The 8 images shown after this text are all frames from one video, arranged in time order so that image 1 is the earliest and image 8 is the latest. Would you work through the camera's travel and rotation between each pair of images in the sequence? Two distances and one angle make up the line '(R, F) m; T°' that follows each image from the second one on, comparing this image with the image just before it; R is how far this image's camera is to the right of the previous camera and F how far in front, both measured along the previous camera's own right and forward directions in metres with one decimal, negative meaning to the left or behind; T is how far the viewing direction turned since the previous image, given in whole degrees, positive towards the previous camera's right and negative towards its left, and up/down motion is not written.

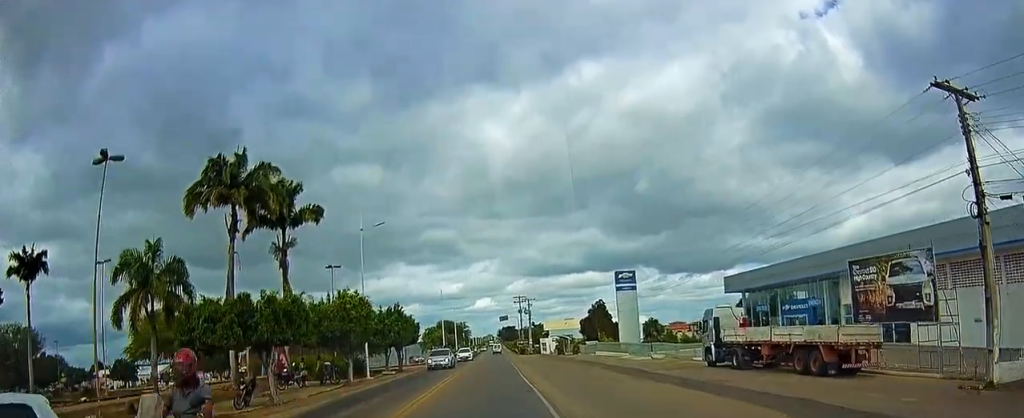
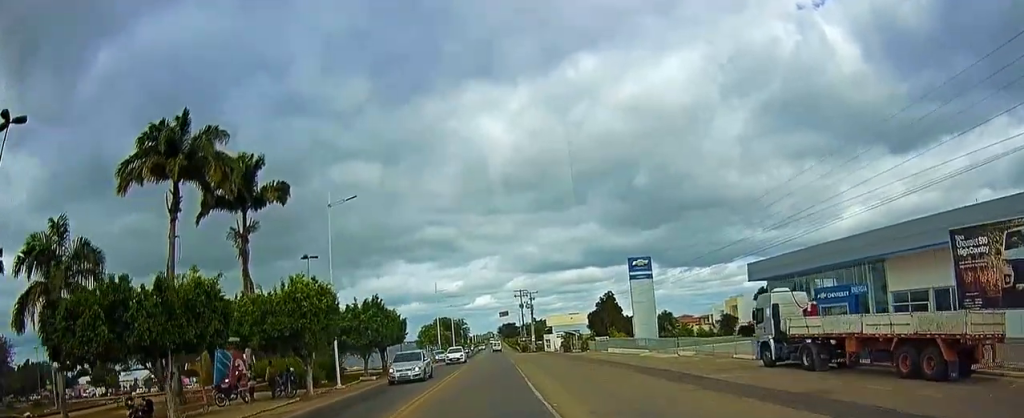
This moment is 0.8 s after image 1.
(+0.1, +7.1) m; +1°
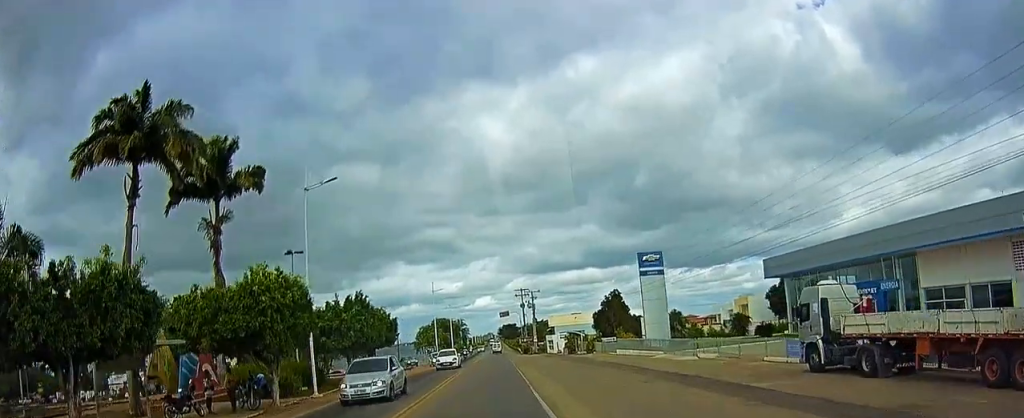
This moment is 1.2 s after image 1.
(0.0, +4.2) m; 0°
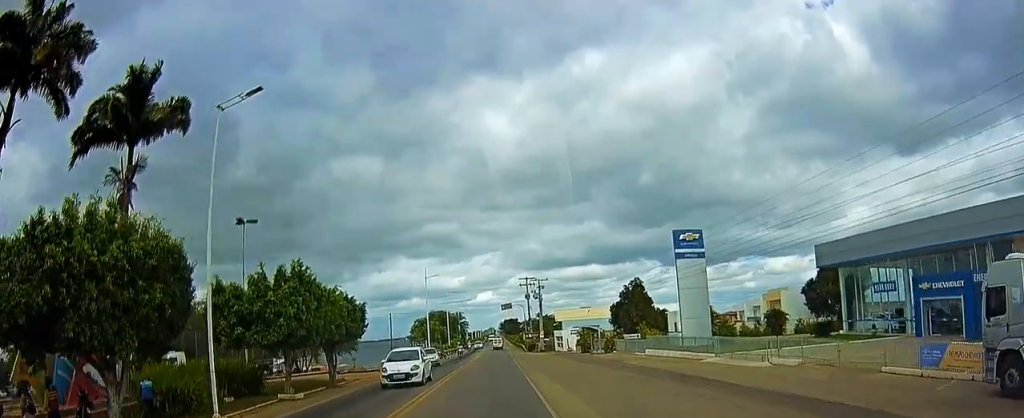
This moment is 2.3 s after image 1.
(0.0, +10.5) m; -1°
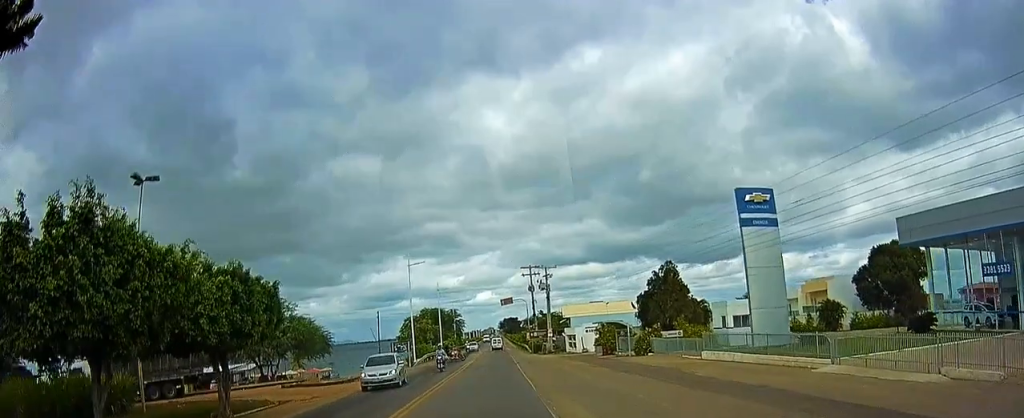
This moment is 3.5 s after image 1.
(-0.3, +12.7) m; +2°
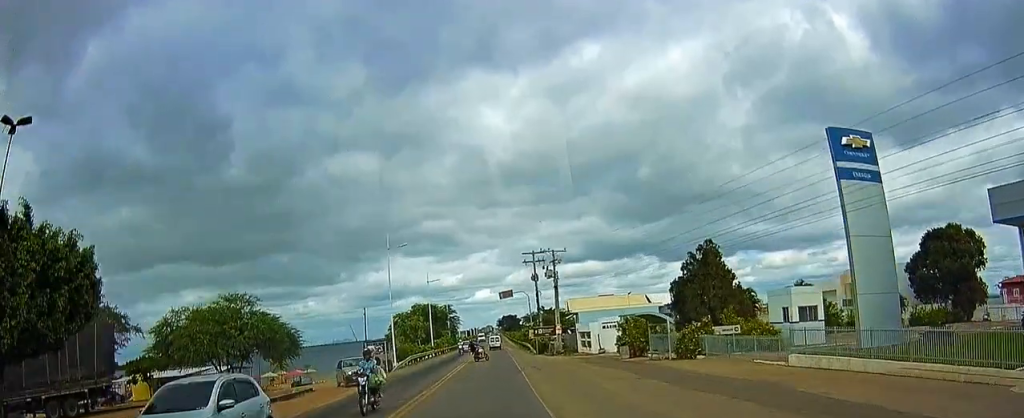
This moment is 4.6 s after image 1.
(+0.7, +10.4) m; 0°
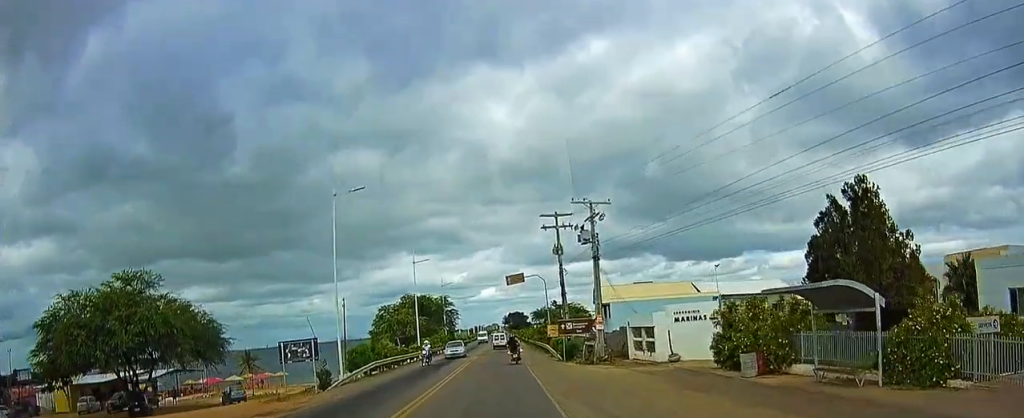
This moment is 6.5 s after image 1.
(-0.6, +19.5) m; -3°
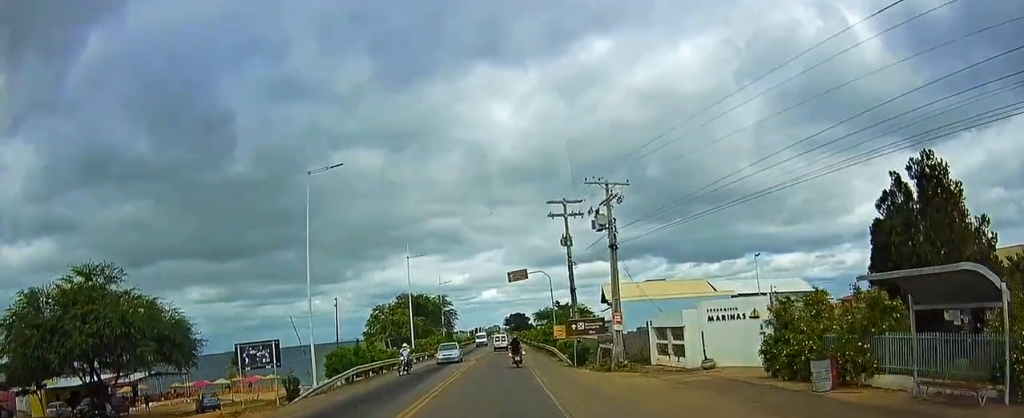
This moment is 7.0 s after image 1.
(-0.3, +5.0) m; -1°
